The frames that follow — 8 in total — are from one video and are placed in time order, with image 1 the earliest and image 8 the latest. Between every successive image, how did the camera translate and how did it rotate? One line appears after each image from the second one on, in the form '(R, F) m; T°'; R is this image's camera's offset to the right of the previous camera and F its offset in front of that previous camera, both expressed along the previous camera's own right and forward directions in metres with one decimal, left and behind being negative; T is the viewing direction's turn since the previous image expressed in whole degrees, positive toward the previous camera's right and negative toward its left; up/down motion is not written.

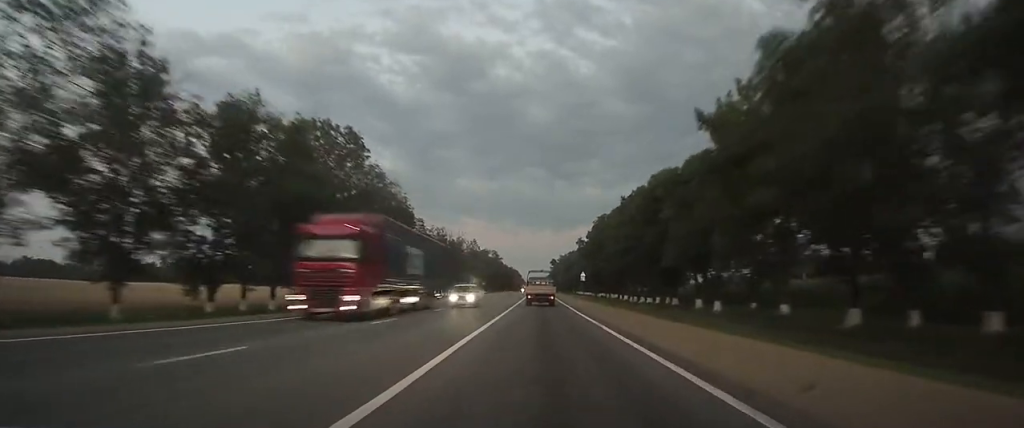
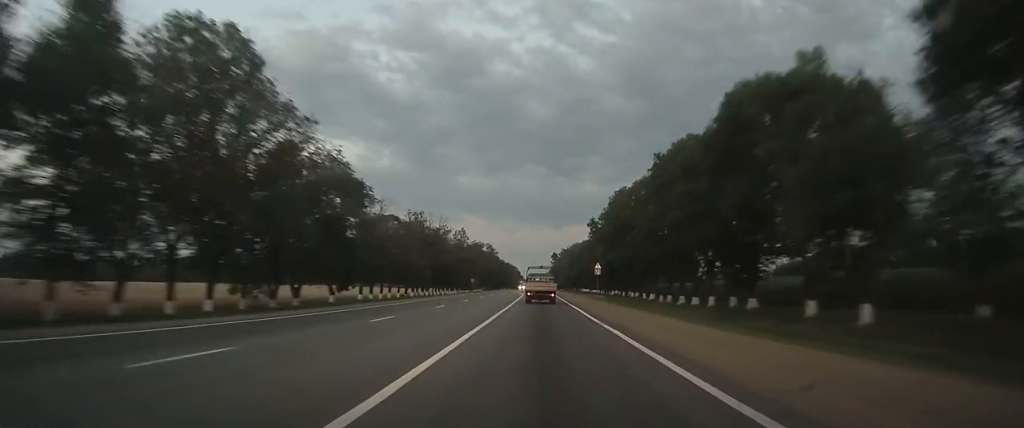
(0.0, +24.7) m; 0°
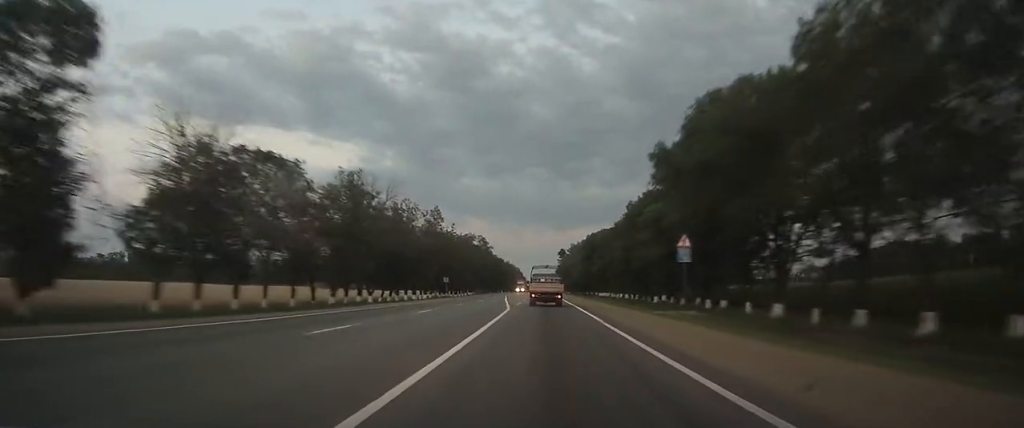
(-0.1, +41.7) m; 0°
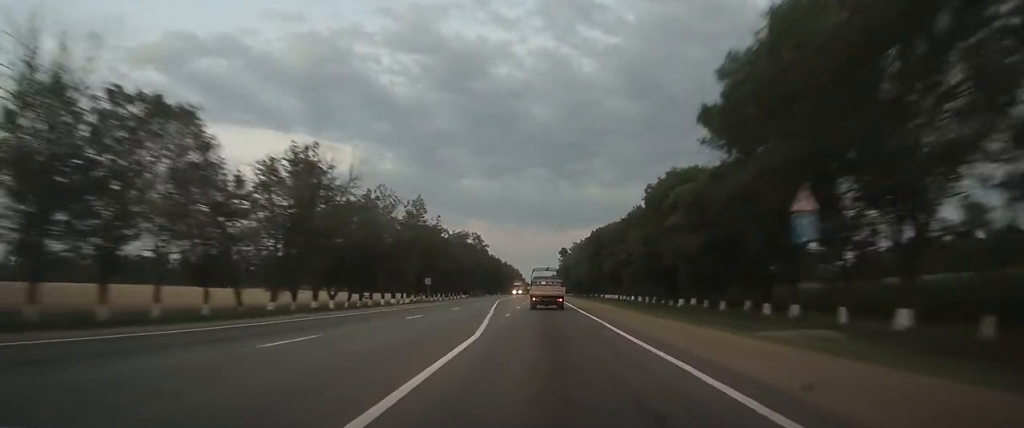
(0.0, +14.4) m; 0°
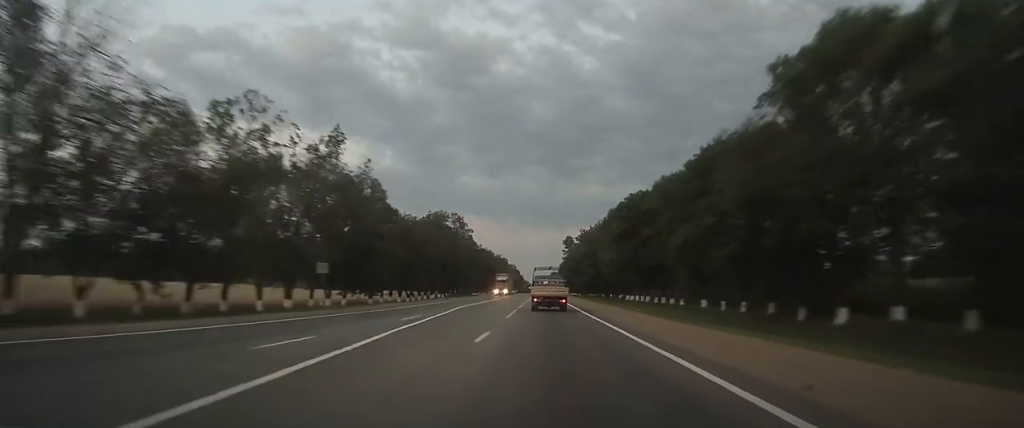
(-0.1, +36.5) m; 0°
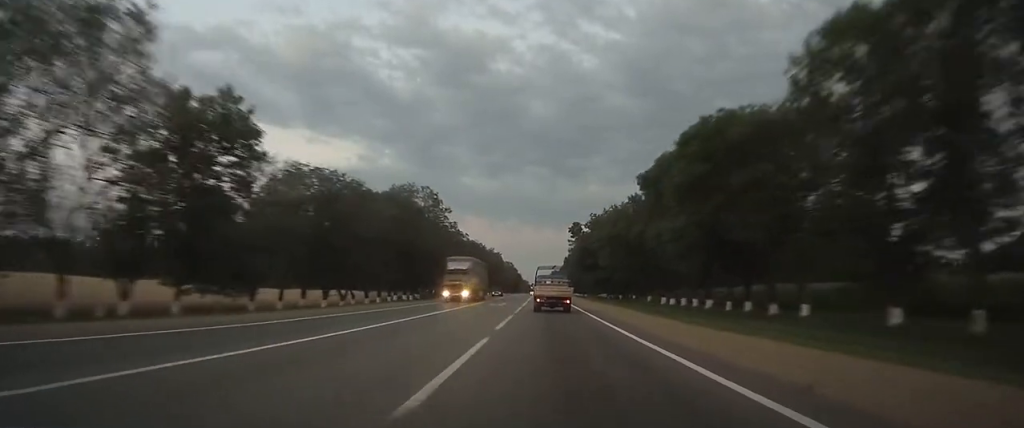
(+0.1, +31.7) m; 0°
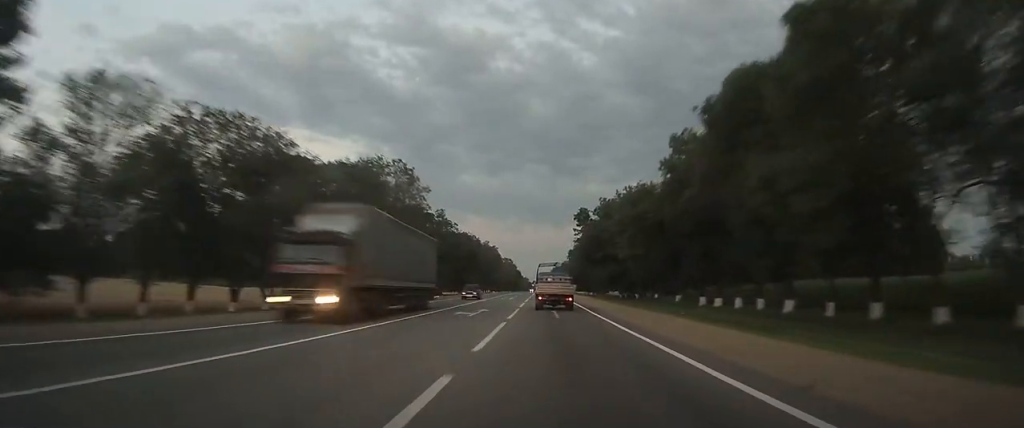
(0.0, +18.4) m; 0°
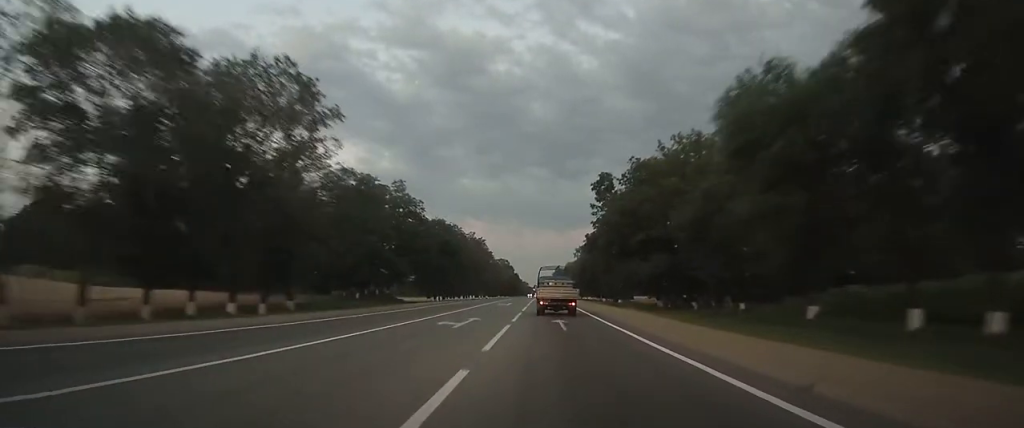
(0.0, +35.0) m; 0°
